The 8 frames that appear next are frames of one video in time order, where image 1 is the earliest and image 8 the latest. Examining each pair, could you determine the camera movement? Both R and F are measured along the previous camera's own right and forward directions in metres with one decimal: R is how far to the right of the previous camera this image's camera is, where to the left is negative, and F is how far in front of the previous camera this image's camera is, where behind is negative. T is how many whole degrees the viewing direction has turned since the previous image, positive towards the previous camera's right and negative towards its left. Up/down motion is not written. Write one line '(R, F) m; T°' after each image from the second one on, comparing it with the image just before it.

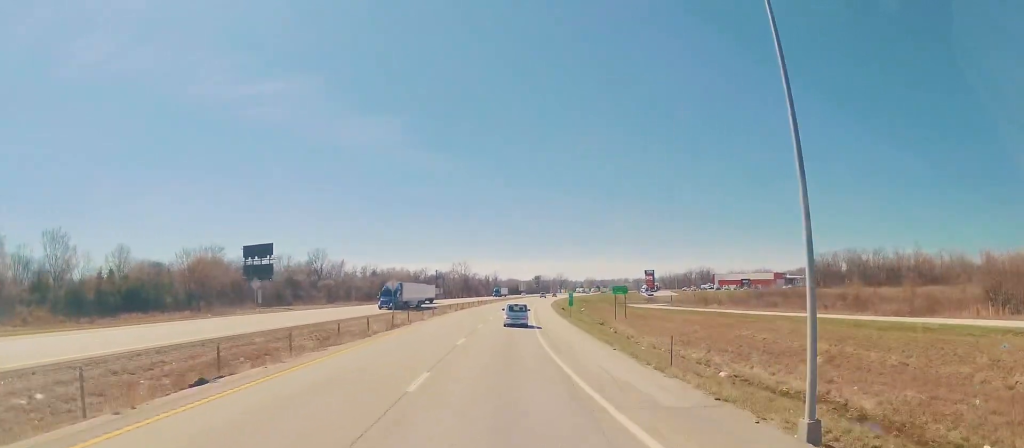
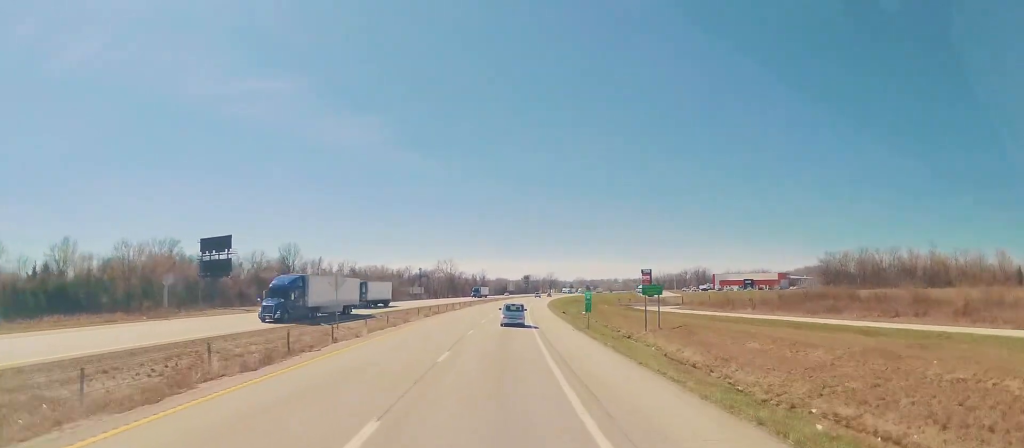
(+0.1, +18.1) m; 0°
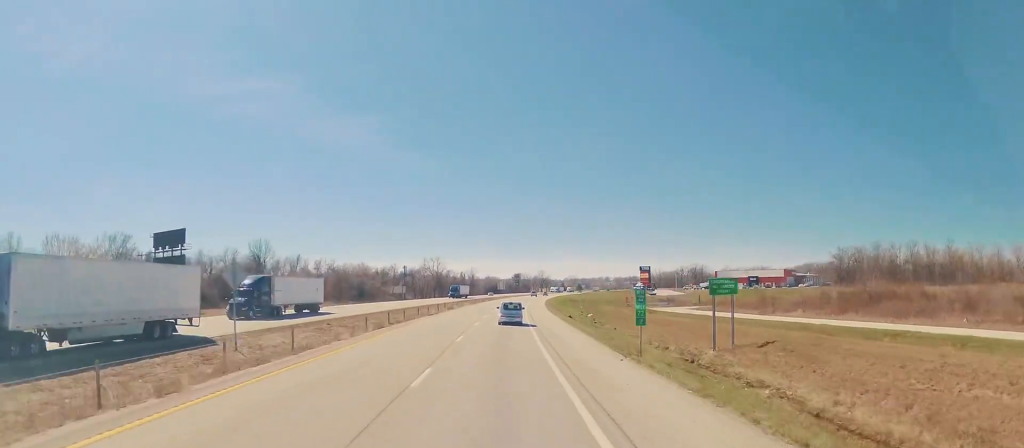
(0.0, +16.7) m; 0°
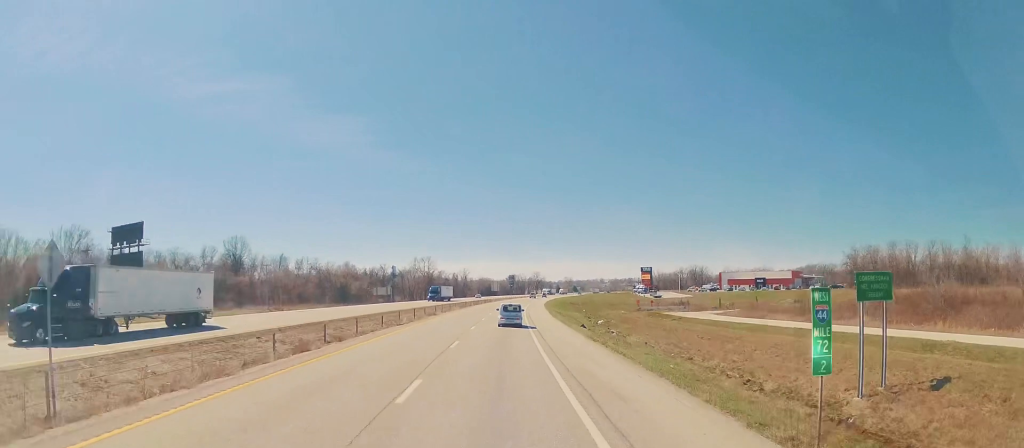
(-0.1, +14.1) m; 0°
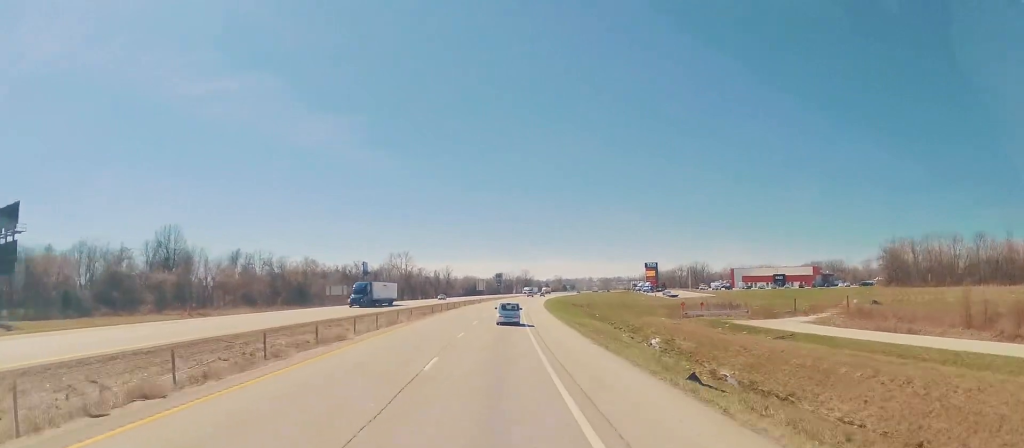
(+0.4, +30.5) m; +1°
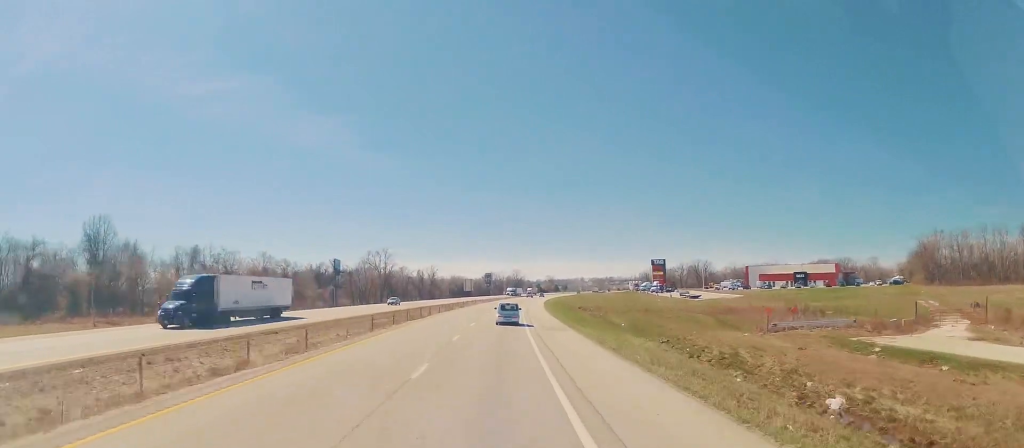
(+0.1, +25.3) m; +2°
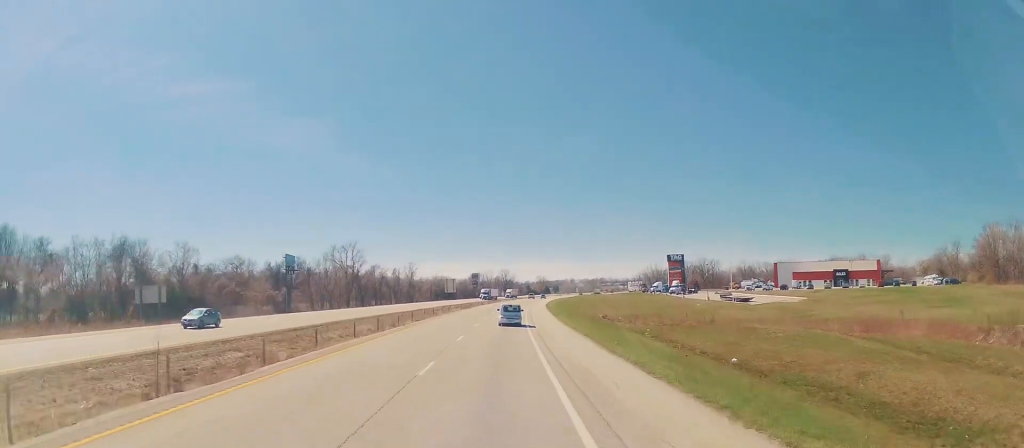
(+1.1, +35.5) m; +3°
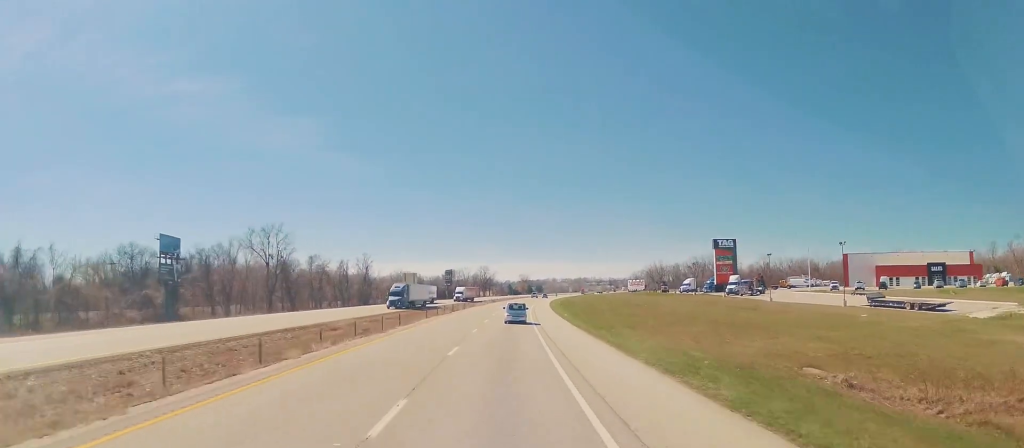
(+0.7, +54.7) m; +1°
